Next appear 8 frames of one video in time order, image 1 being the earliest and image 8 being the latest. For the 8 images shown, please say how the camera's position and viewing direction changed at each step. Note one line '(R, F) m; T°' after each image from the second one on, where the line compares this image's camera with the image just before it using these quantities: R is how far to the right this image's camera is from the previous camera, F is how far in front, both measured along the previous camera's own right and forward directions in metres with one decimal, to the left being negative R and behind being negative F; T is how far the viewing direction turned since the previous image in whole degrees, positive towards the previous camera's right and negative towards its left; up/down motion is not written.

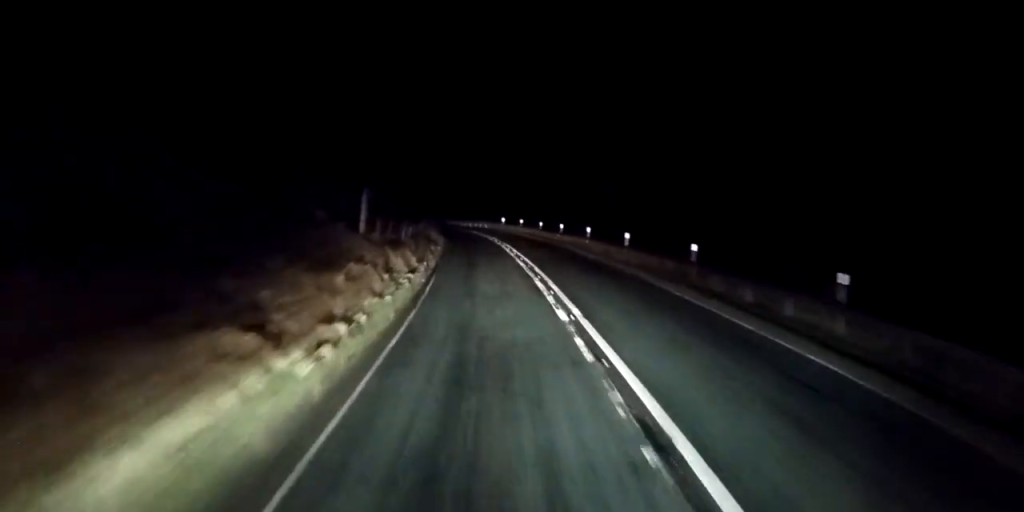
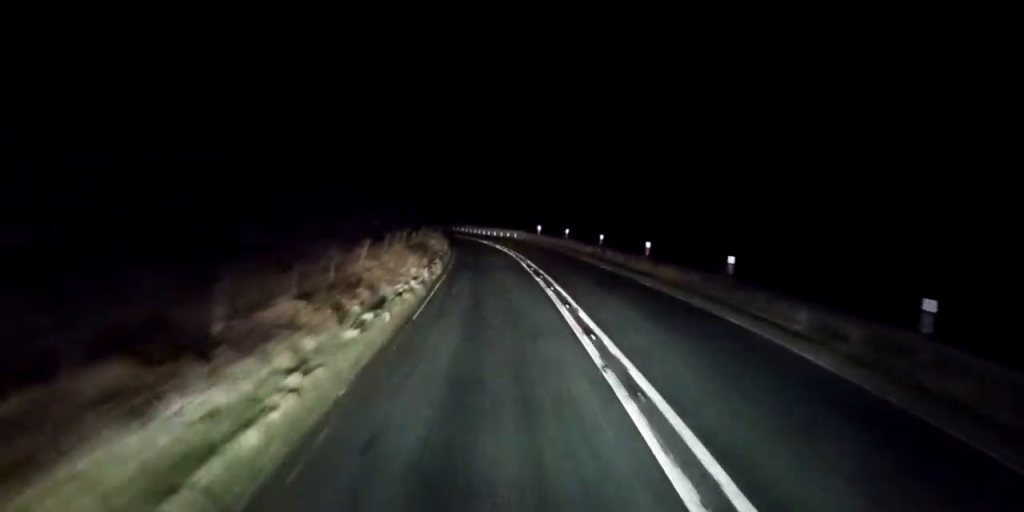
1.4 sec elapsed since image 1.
(-0.9, +22.9) m; -3°
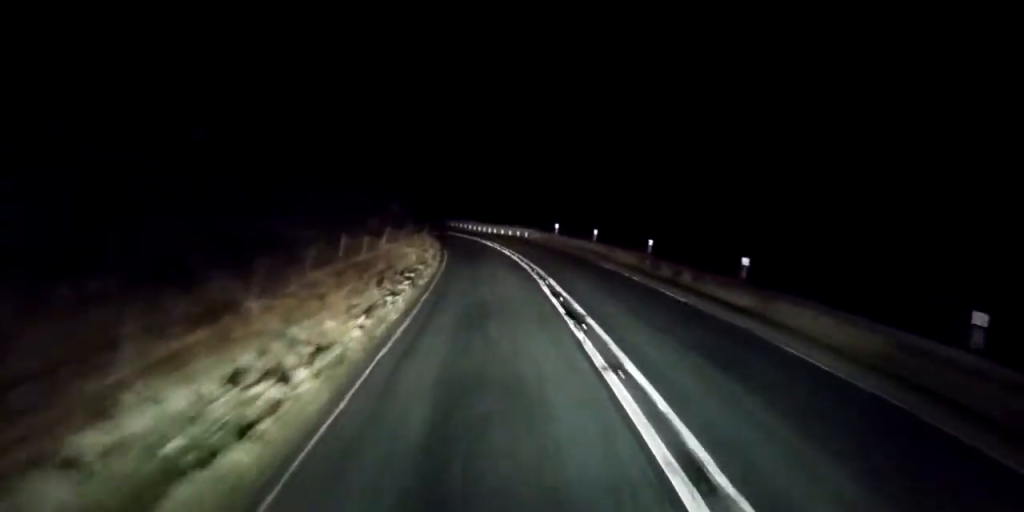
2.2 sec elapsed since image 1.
(0.0, +11.6) m; 0°
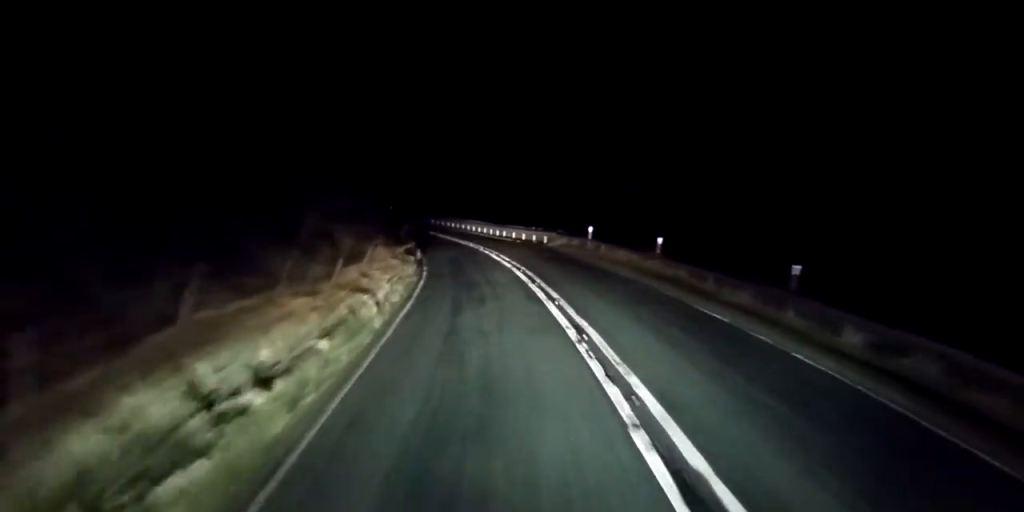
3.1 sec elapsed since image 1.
(0.0, +14.1) m; -1°
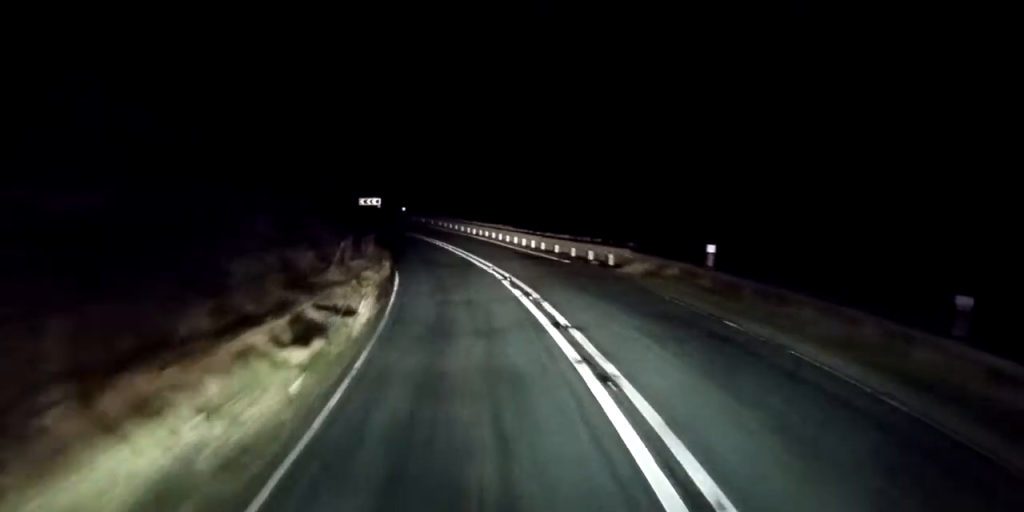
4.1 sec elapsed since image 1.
(-0.4, +16.5) m; -4°
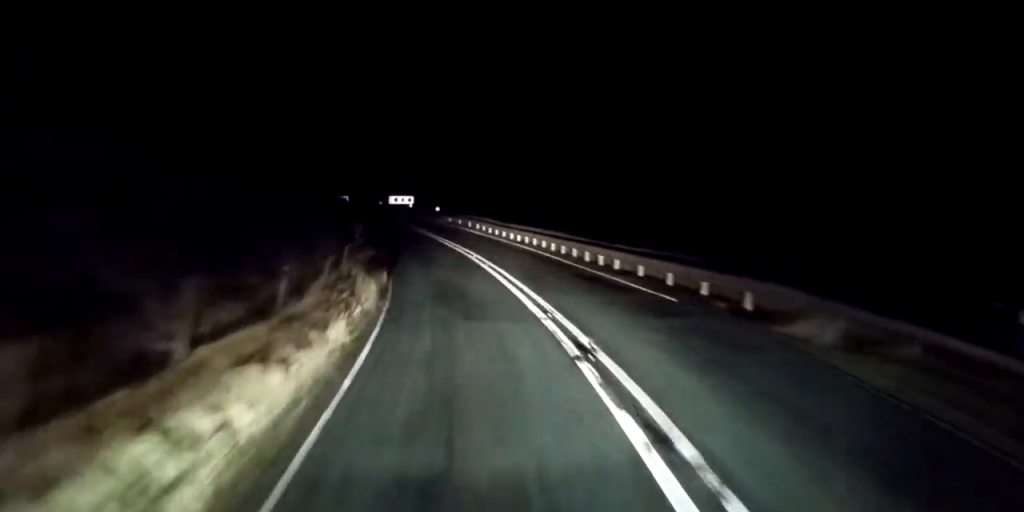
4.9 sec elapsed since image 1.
(-0.4, +12.1) m; -2°
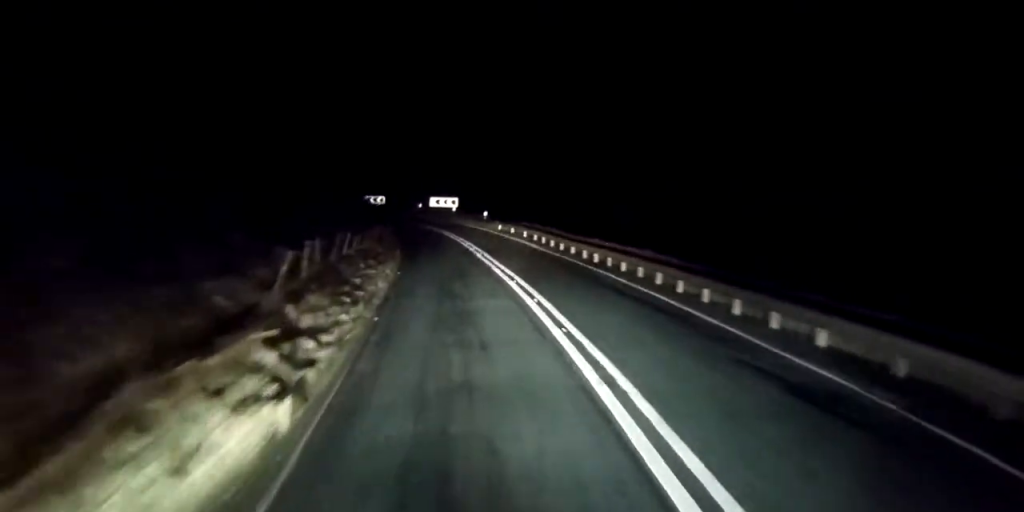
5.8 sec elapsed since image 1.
(-0.3, +13.8) m; -5°
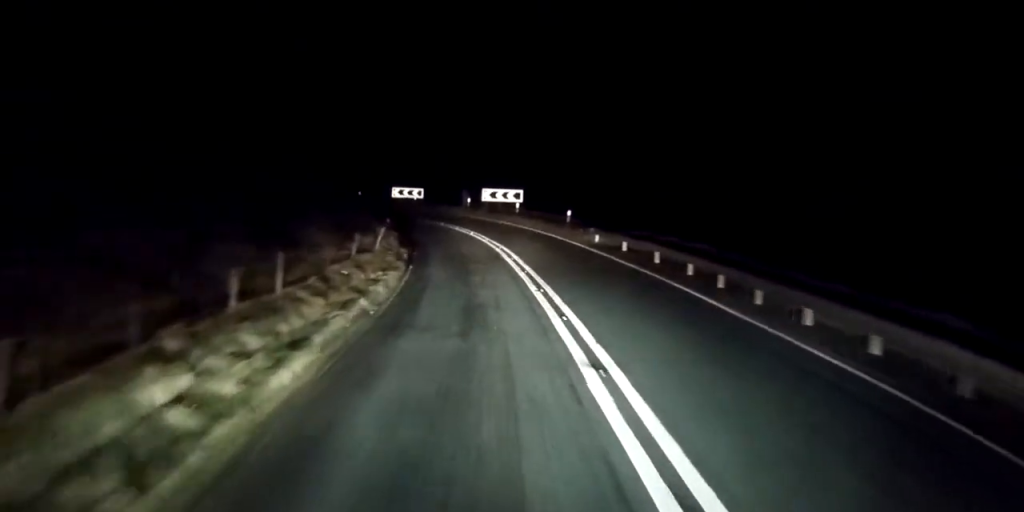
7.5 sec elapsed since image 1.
(-3.1, +20.7) m; -18°
